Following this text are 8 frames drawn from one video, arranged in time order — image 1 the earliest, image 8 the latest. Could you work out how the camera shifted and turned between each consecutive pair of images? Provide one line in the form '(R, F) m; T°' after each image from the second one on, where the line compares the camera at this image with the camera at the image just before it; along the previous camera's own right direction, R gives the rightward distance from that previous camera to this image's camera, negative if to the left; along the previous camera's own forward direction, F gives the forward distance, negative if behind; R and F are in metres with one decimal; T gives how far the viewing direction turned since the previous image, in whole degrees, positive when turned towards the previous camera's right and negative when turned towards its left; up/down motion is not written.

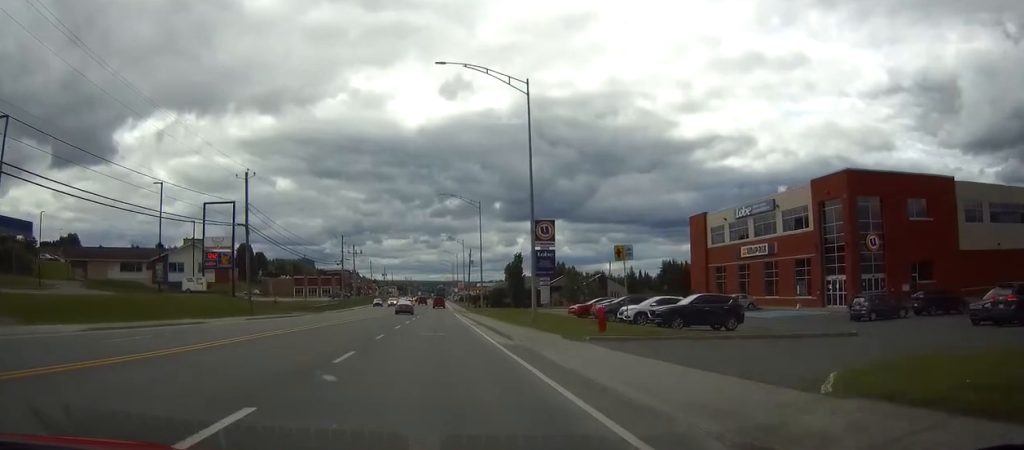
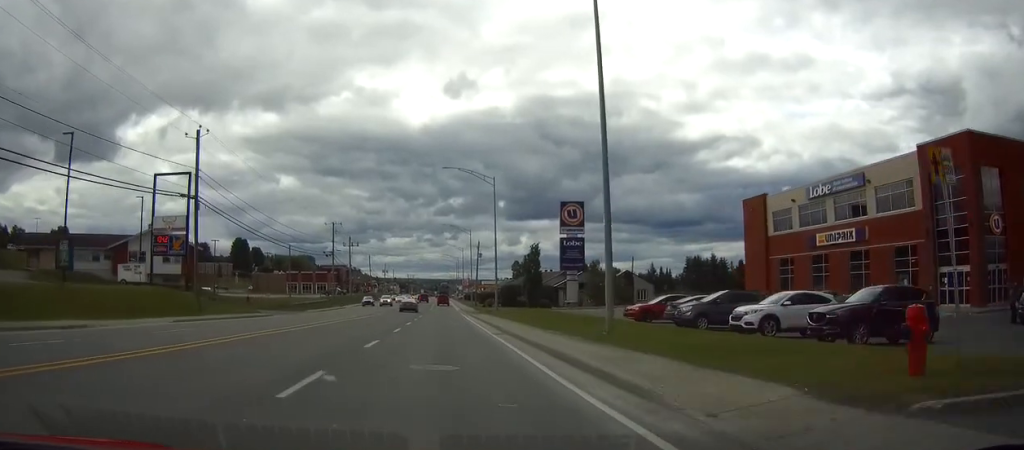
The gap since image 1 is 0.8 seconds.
(0.0, +14.0) m; 0°
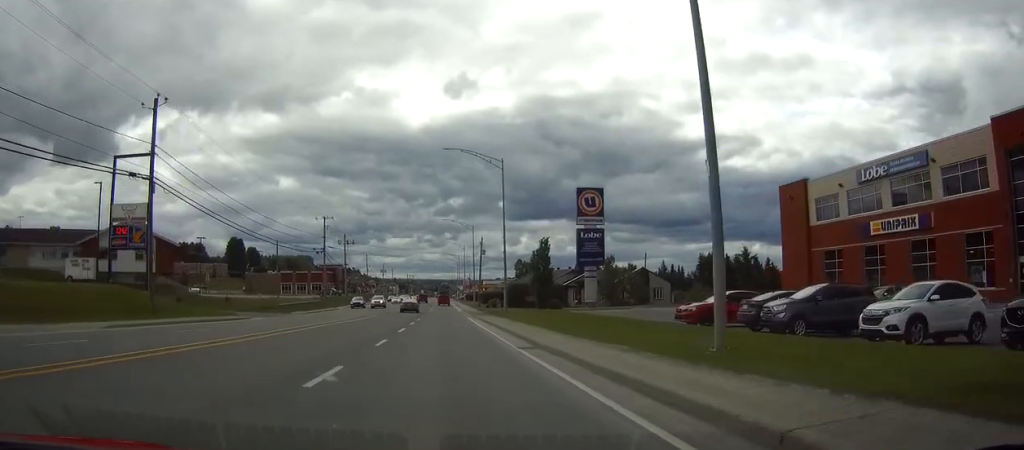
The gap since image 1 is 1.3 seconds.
(0.0, +7.9) m; 0°
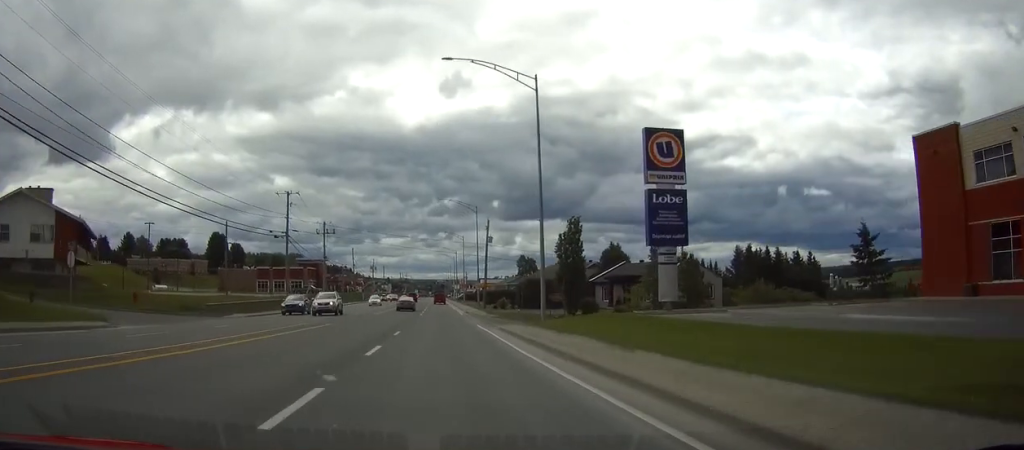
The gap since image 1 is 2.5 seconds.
(+0.1, +20.9) m; 0°
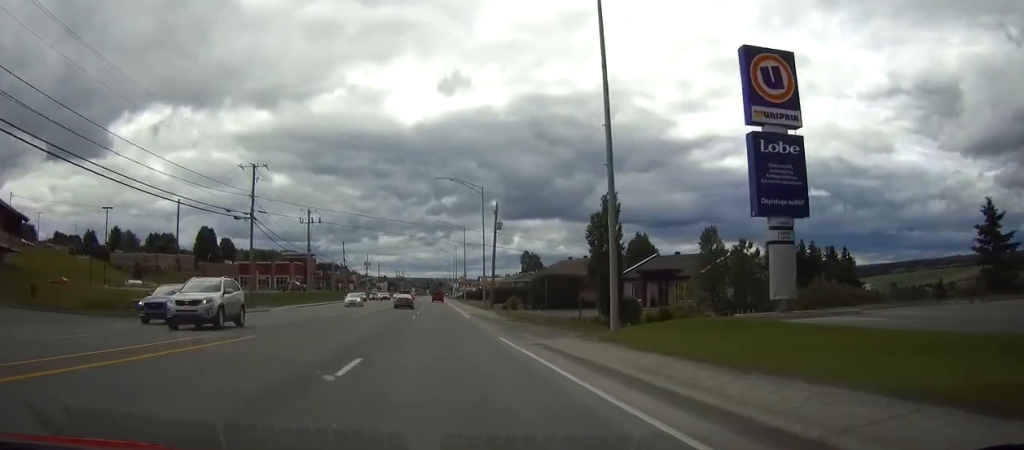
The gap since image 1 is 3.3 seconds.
(0.0, +13.6) m; 0°
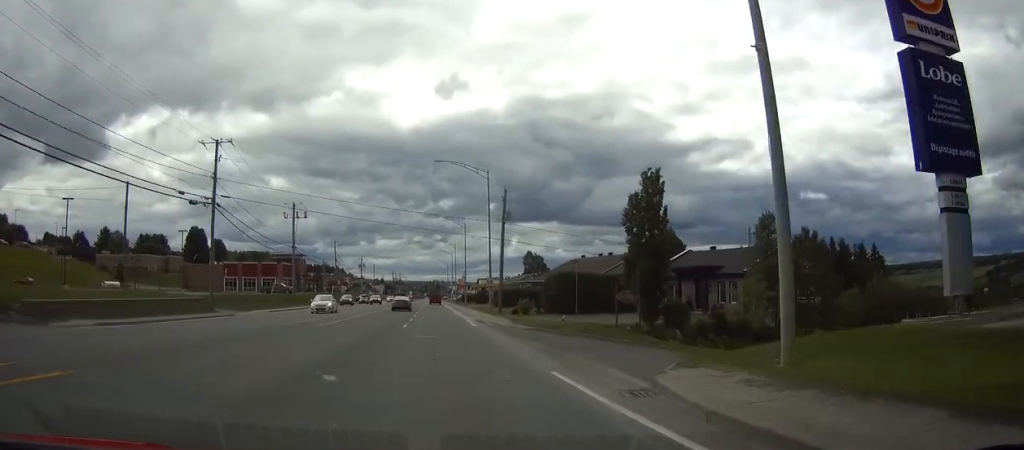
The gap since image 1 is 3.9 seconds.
(0.0, +10.2) m; 0°
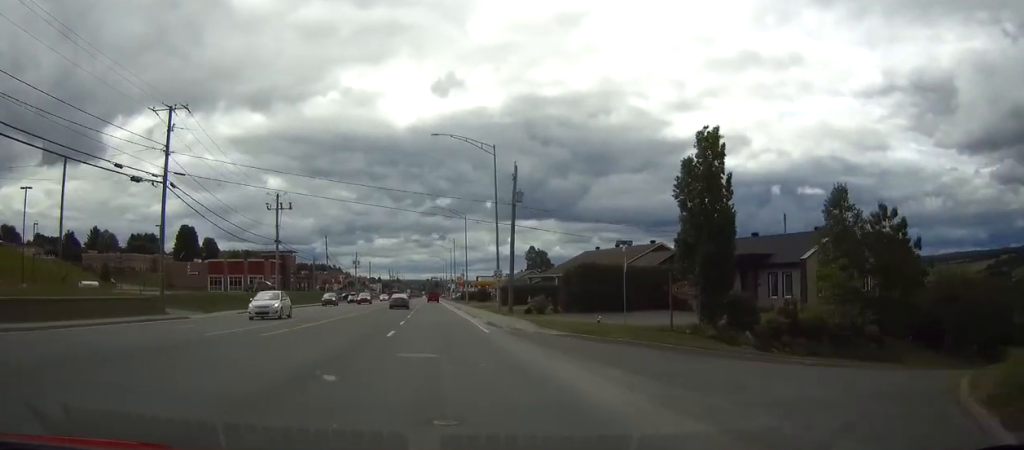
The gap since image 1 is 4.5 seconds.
(+0.1, +9.1) m; 0°
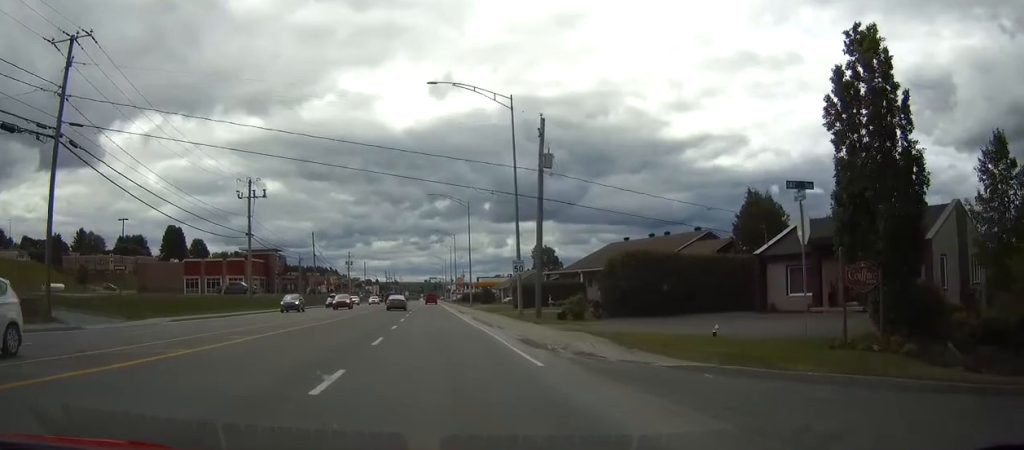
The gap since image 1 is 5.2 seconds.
(0.0, +13.1) m; 0°
